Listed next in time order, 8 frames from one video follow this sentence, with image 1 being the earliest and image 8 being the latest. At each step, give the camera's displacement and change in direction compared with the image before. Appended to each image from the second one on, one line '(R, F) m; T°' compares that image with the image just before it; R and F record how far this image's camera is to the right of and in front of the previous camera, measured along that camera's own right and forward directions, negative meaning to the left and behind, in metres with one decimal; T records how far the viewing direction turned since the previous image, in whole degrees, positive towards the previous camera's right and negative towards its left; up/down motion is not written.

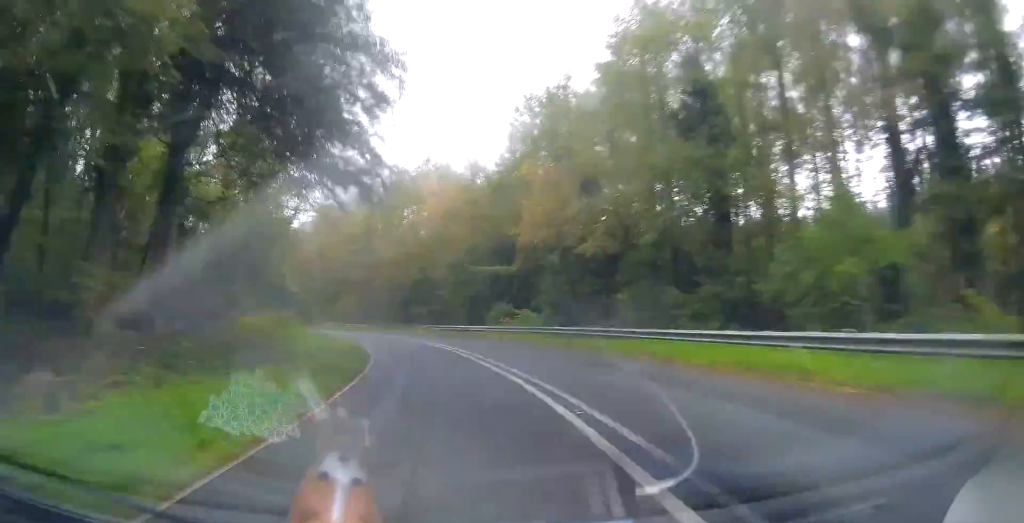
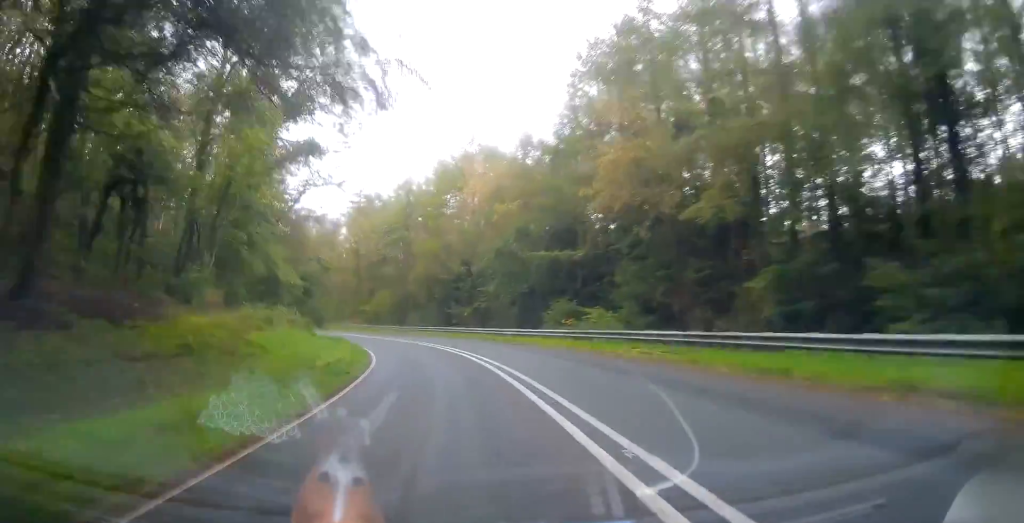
(0.0, +10.9) m; -5°
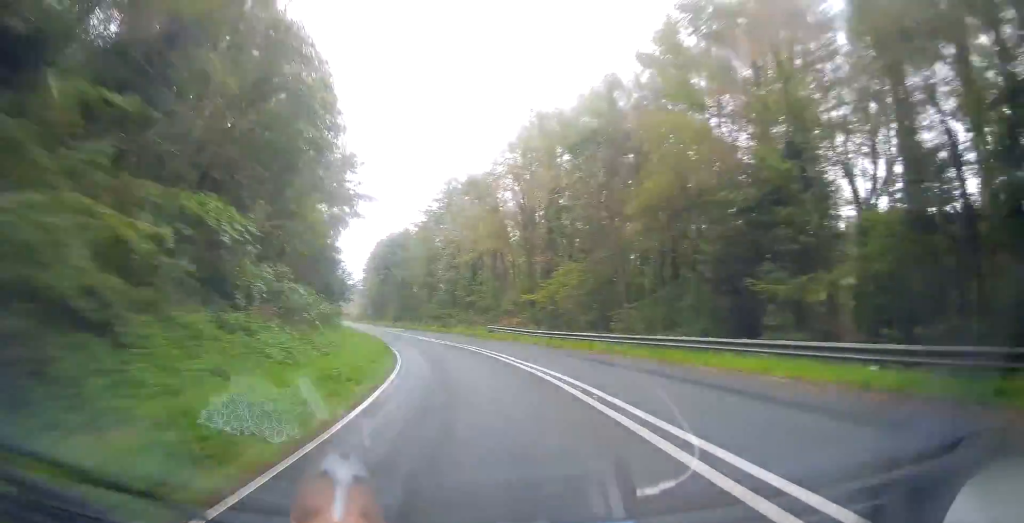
(-5.2, +37.7) m; -14°
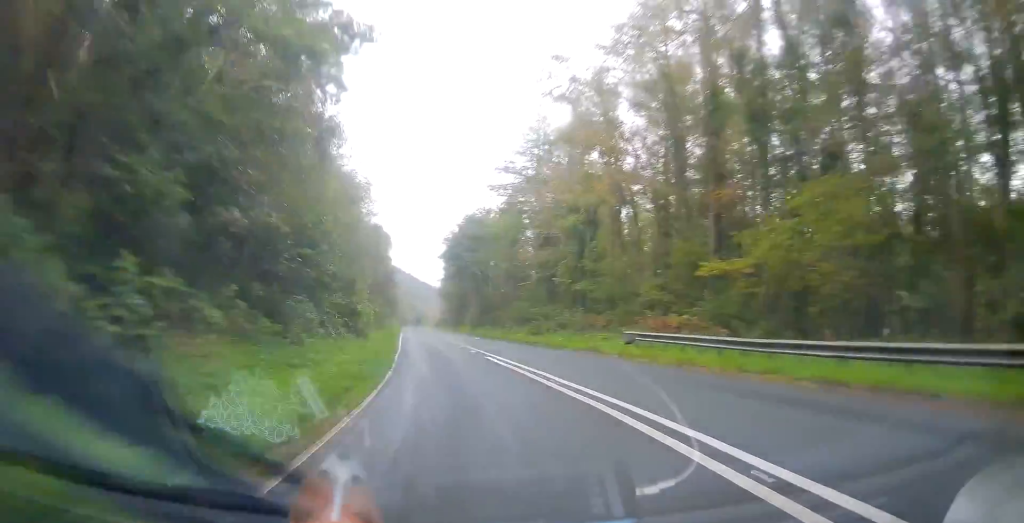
(-2.3, +22.7) m; -10°
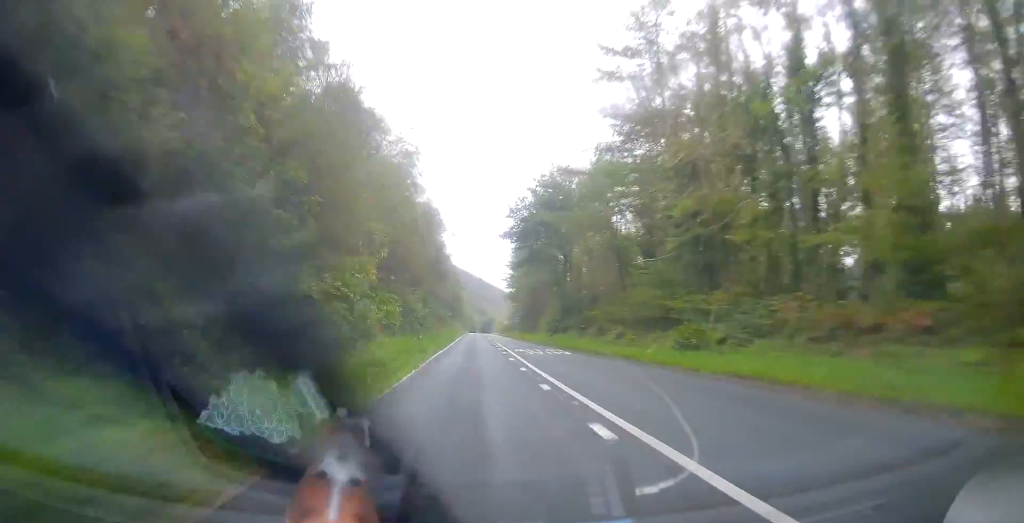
(-1.4, +21.1) m; -6°
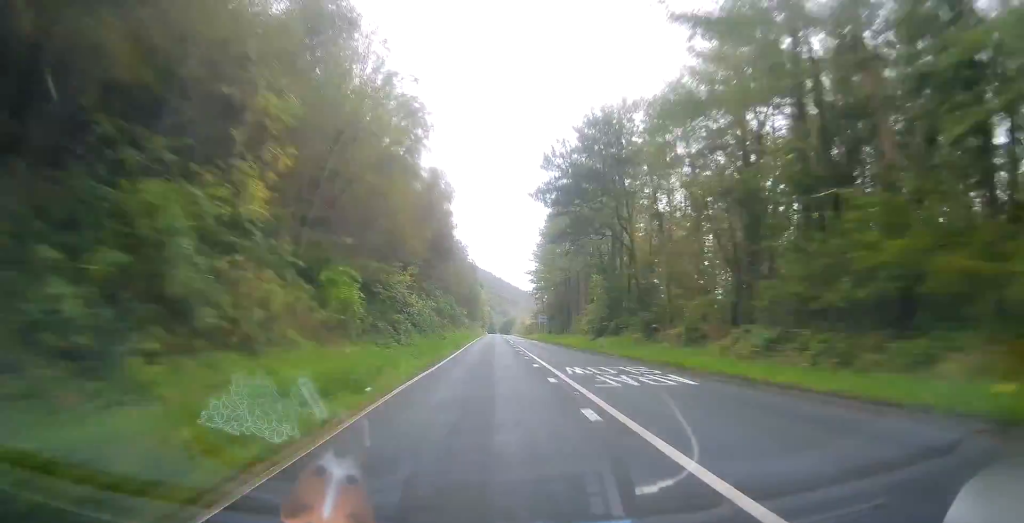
(-0.6, +16.7) m; -3°
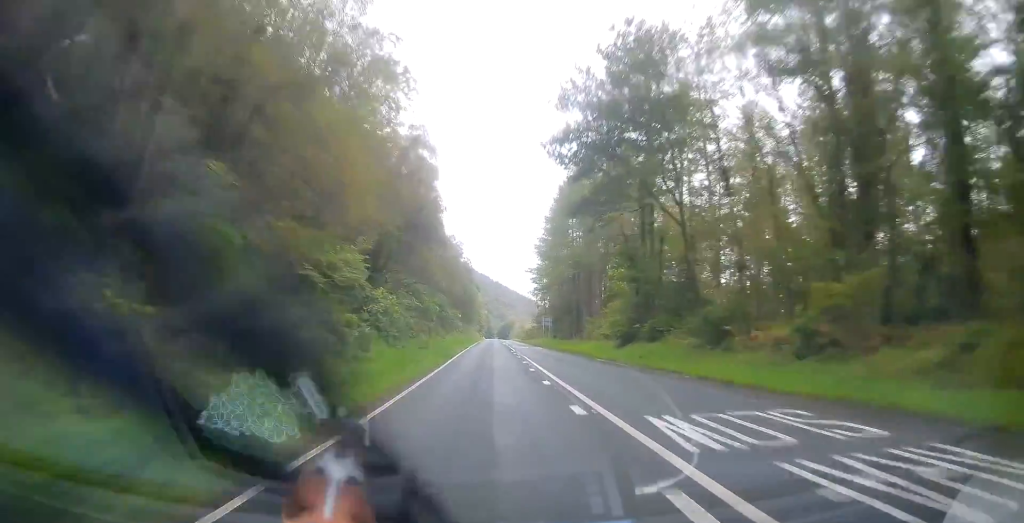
(-0.2, +10.9) m; -1°
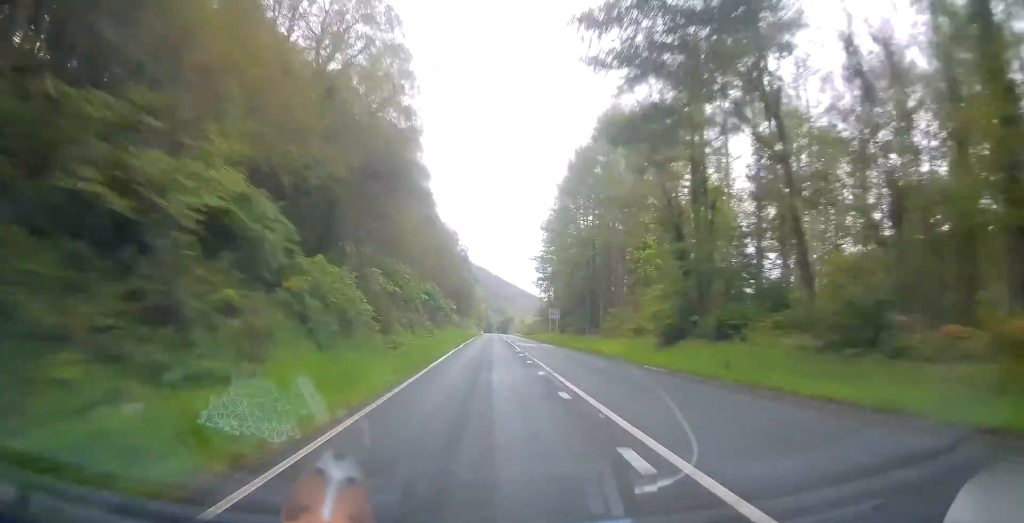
(0.0, +10.5) m; 0°
